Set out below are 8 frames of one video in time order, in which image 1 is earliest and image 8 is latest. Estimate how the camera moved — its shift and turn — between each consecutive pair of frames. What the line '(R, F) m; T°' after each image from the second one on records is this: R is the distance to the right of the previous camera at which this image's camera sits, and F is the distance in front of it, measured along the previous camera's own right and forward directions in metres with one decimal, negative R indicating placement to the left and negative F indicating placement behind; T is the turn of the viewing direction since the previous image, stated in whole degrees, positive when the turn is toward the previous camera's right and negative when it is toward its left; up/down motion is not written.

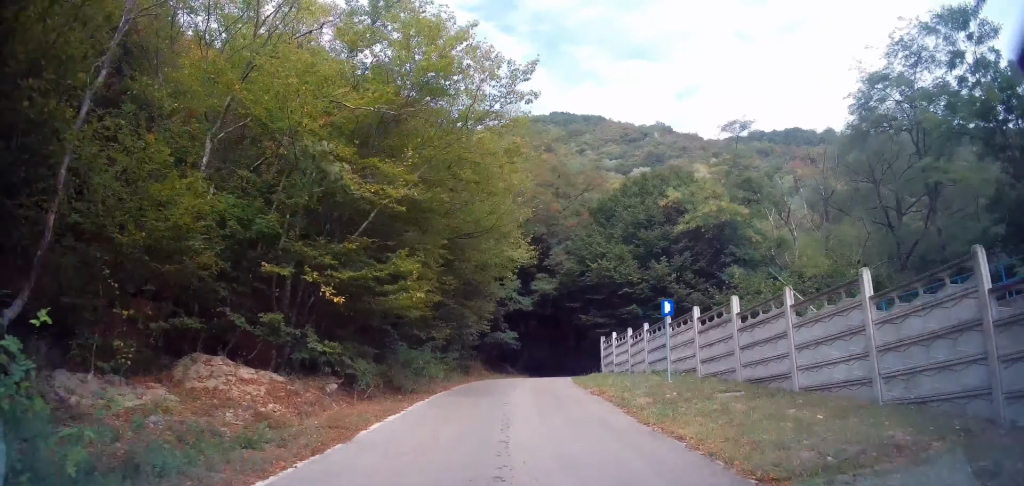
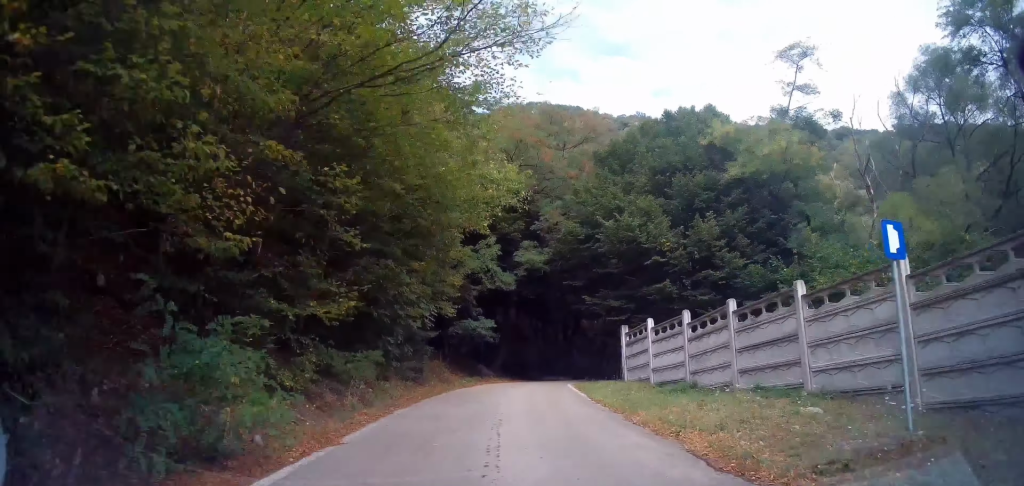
(+0.2, +9.4) m; 0°
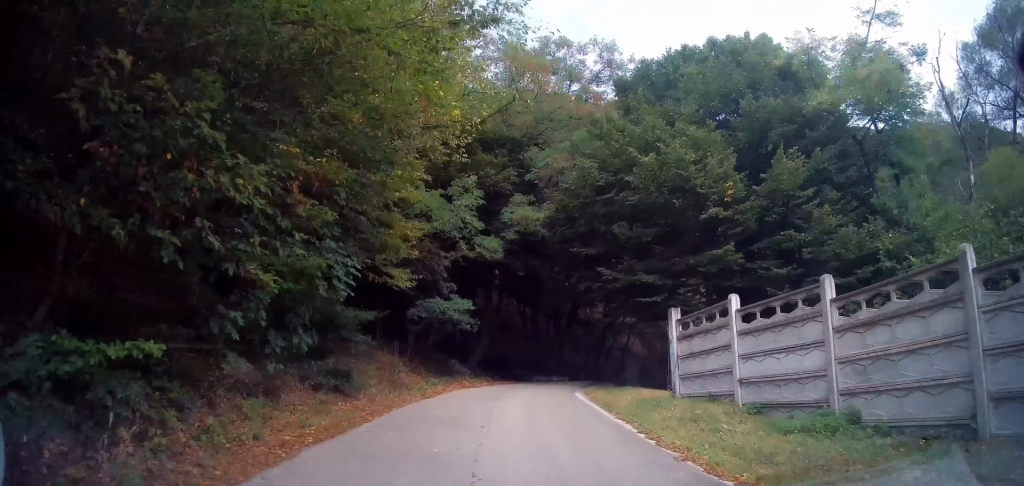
(-0.2, +6.9) m; +1°
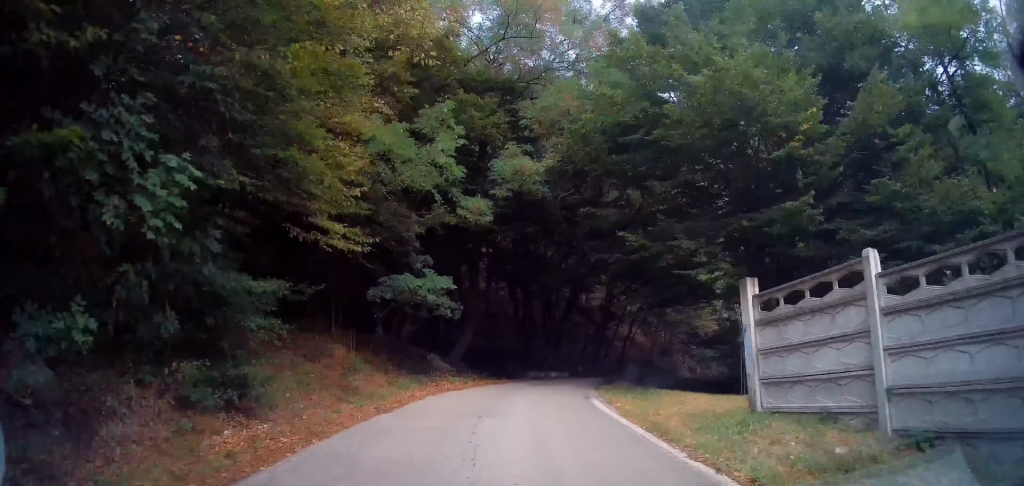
(0.0, +4.4) m; +2°
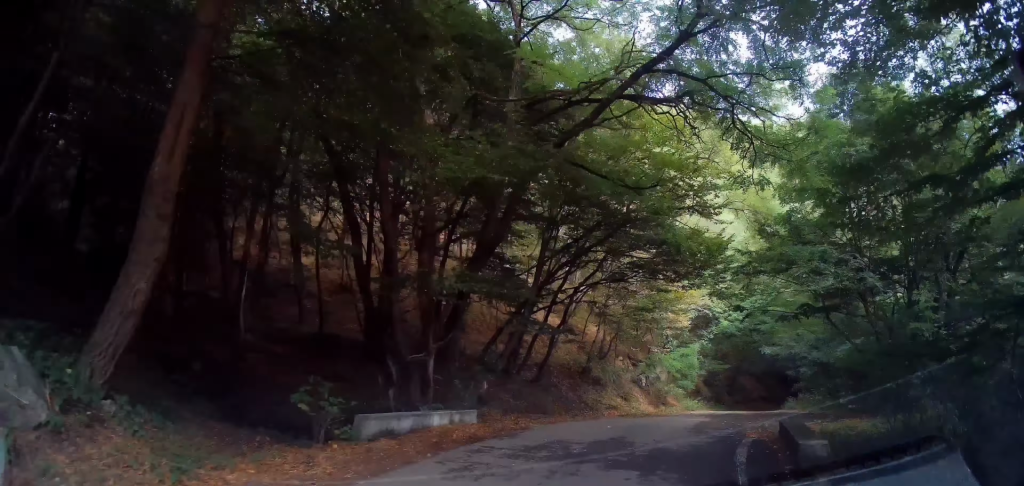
(+2.1, +16.8) m; +17°
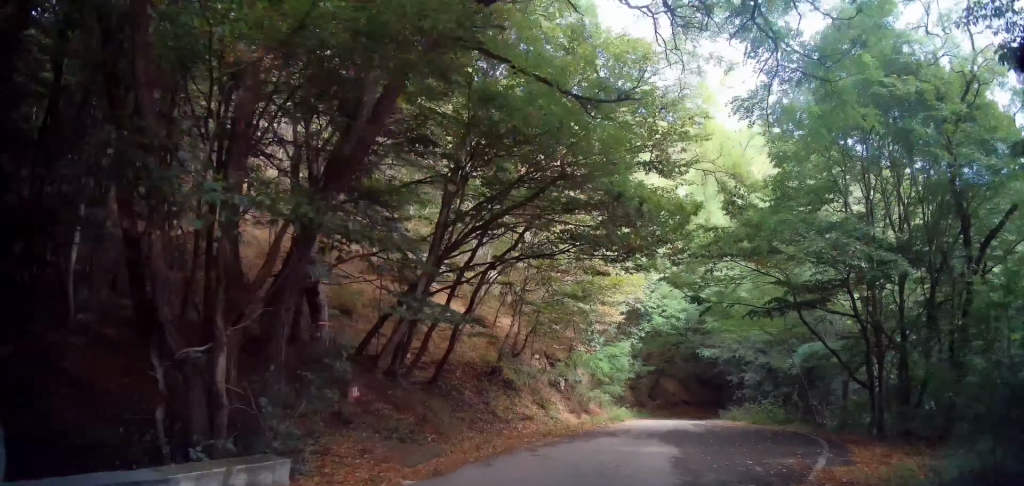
(+0.4, +5.4) m; +7°
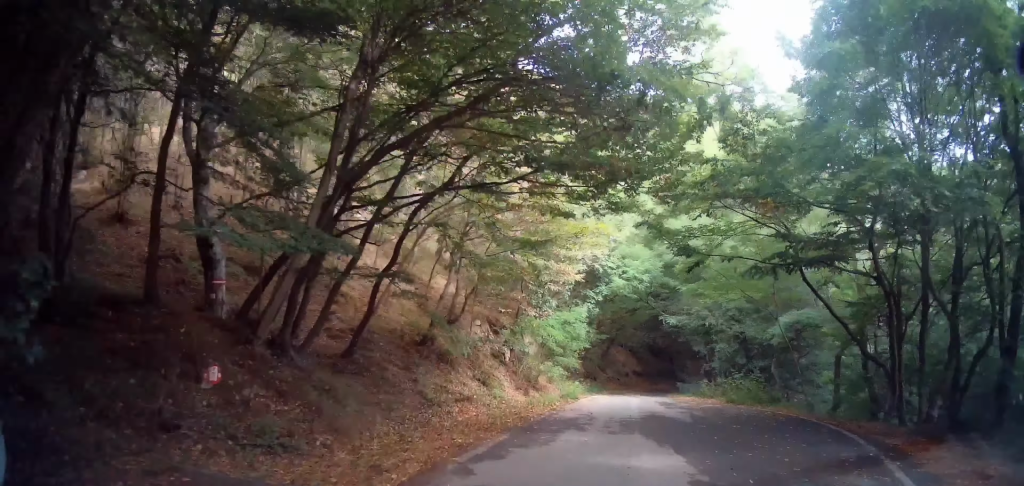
(+0.2, +3.8) m; +8°
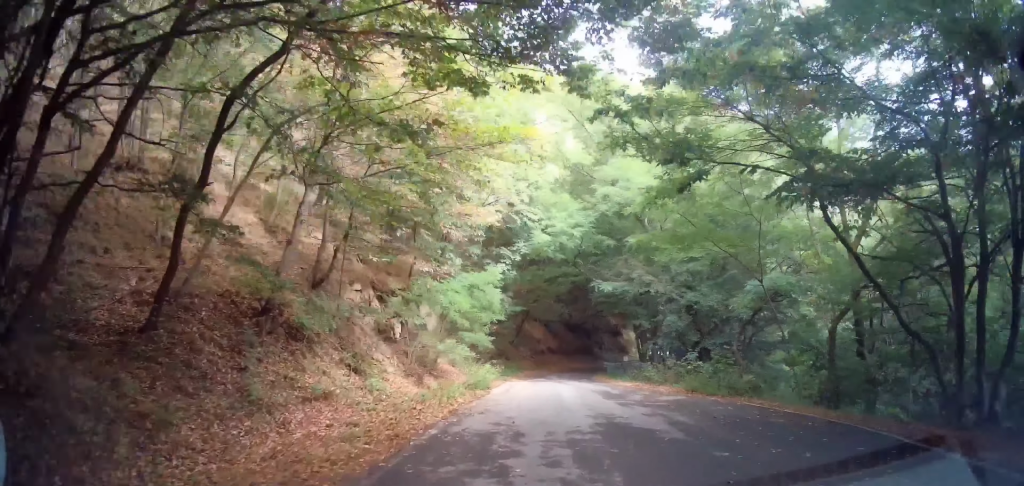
(+0.5, +4.7) m; +7°
